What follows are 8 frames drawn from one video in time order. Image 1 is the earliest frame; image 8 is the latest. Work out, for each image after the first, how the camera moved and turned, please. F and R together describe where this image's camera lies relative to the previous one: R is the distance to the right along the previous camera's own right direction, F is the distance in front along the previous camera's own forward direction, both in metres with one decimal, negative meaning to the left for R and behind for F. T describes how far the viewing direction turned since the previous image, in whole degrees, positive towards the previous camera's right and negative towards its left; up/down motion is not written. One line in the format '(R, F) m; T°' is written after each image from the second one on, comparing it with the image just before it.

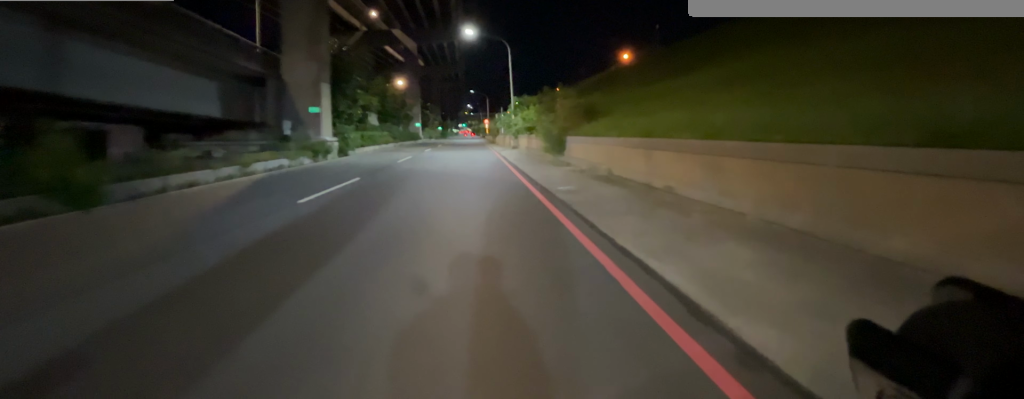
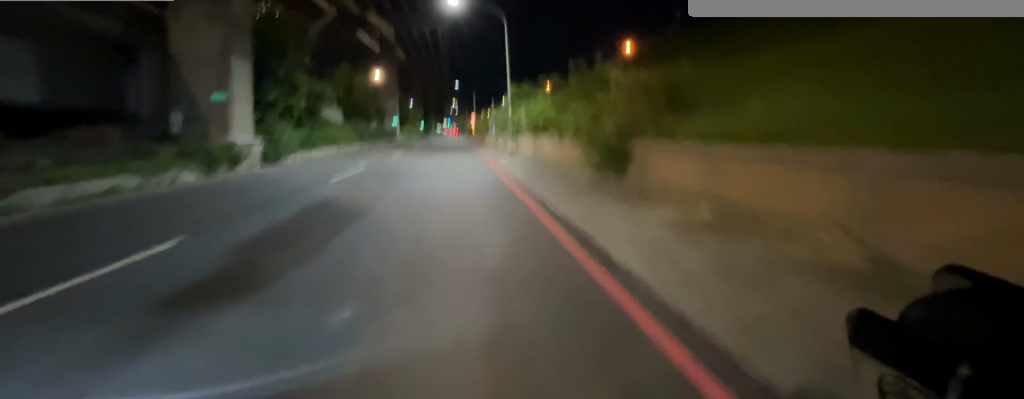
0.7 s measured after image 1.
(0.0, +6.5) m; 0°
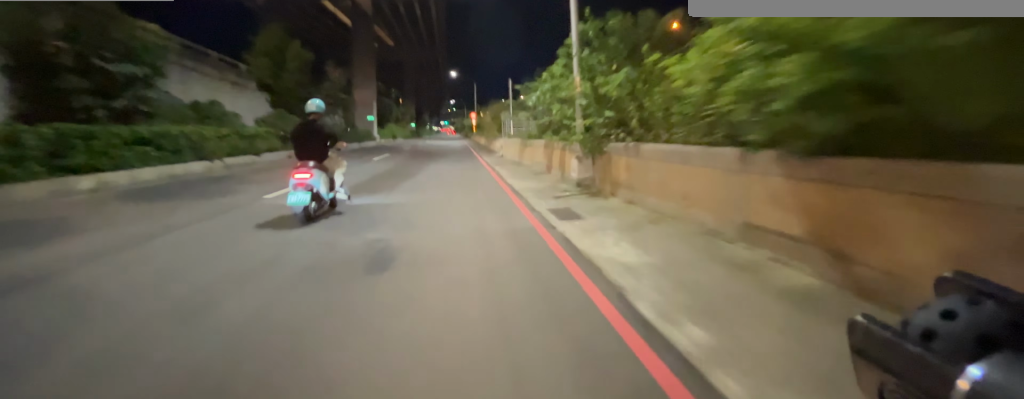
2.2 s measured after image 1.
(-0.1, +12.8) m; -2°
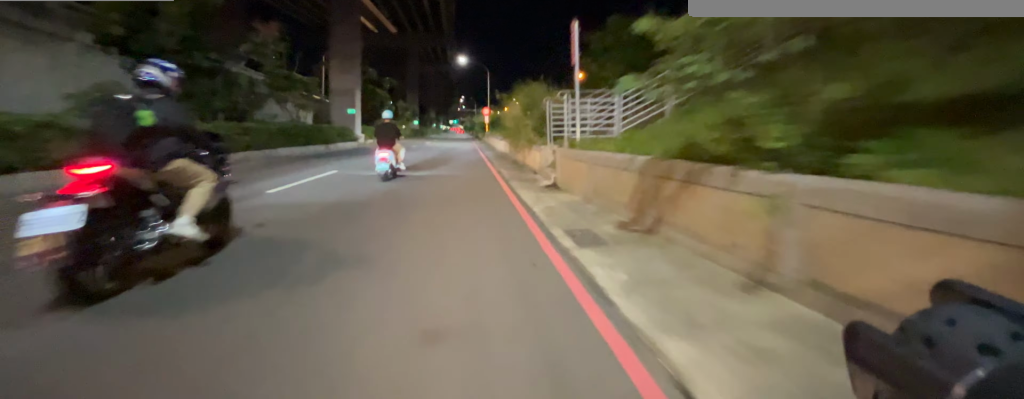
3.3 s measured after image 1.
(-0.1, +10.4) m; -1°
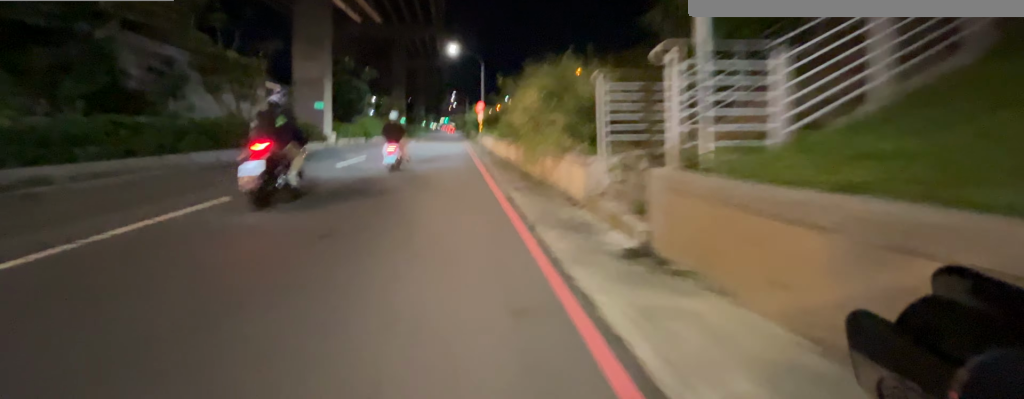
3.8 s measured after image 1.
(0.0, +4.5) m; 0°
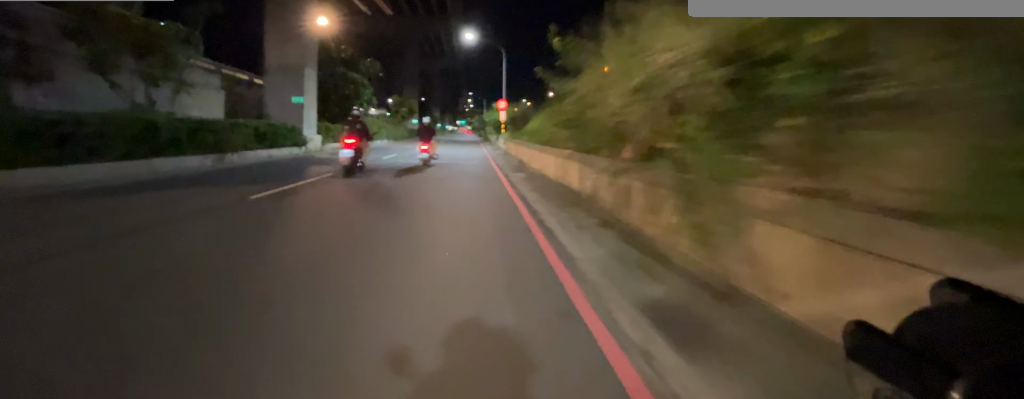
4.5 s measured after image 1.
(0.0, +5.4) m; 0°
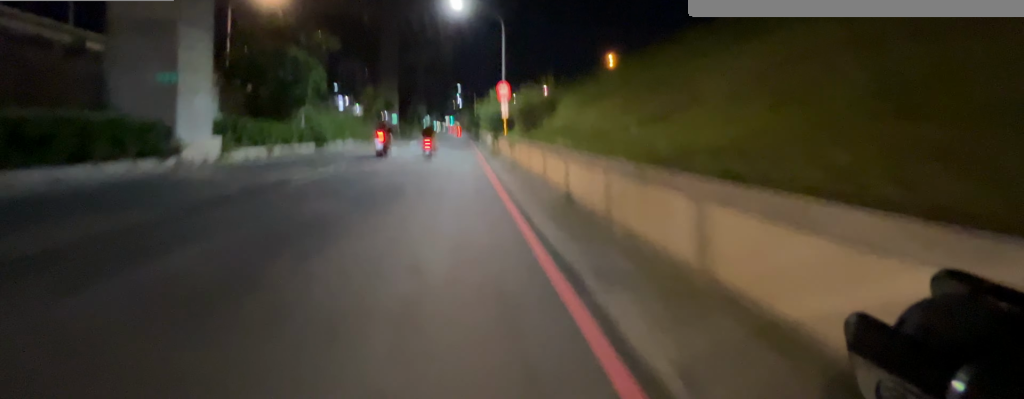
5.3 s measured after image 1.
(0.0, +6.8) m; 0°
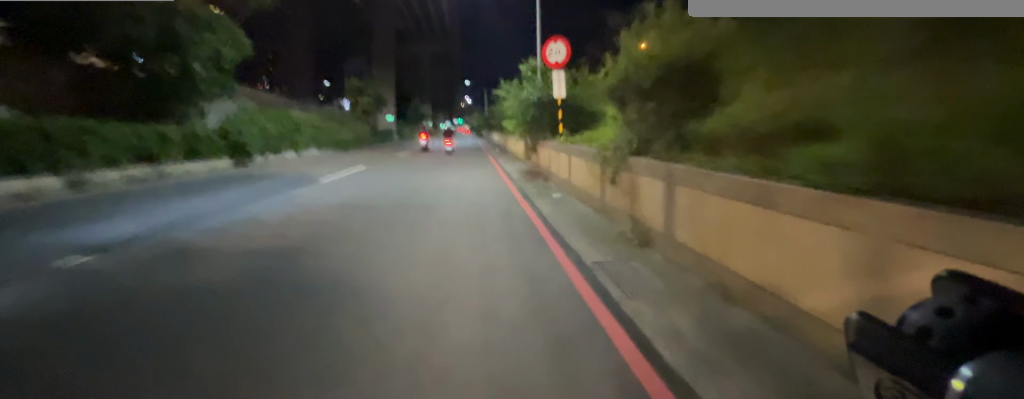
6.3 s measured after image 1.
(0.0, +7.9) m; +1°
